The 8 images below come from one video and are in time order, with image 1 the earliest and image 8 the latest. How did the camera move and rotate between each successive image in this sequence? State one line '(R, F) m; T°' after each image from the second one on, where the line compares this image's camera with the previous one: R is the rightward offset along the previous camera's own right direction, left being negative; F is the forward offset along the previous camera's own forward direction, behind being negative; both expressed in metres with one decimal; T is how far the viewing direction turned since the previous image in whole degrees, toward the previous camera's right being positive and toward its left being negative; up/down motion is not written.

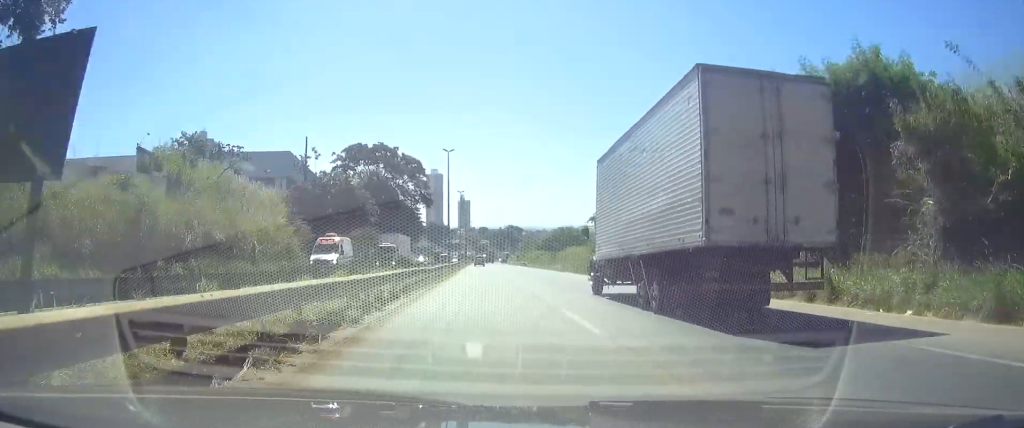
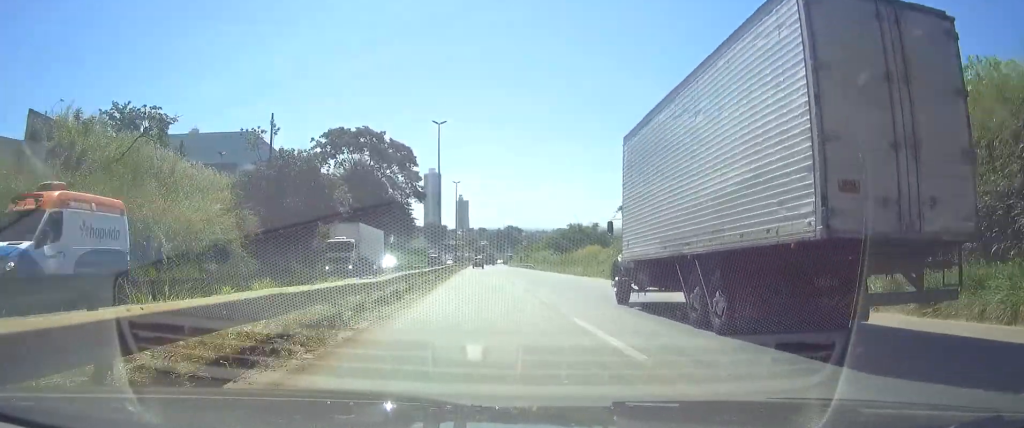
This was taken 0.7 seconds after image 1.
(0.0, +17.7) m; 0°
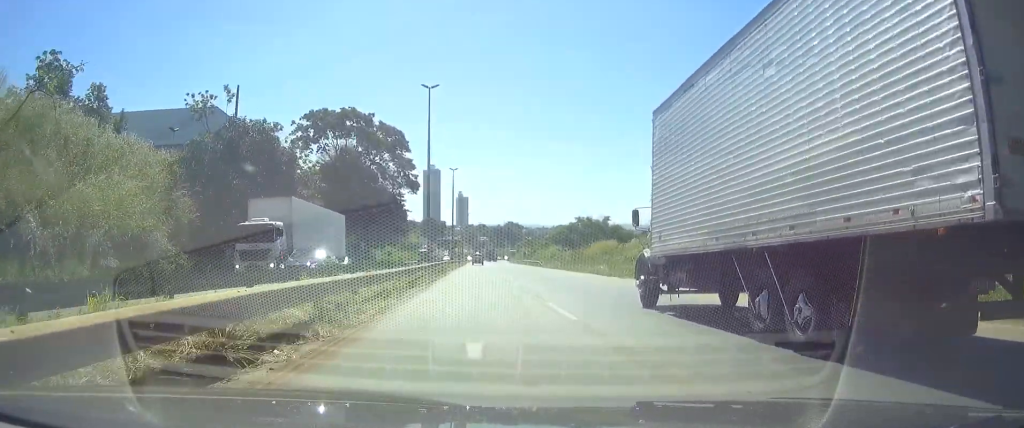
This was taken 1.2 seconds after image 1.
(0.0, +13.9) m; 0°
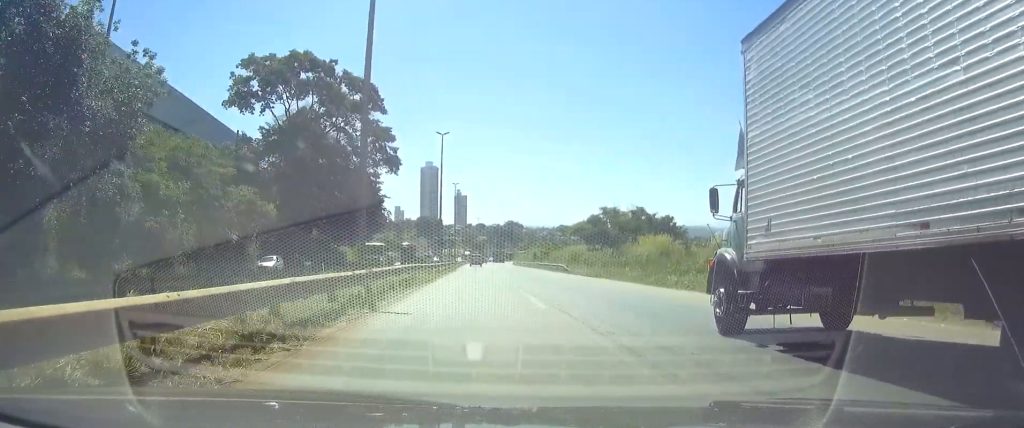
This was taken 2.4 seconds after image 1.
(+0.1, +30.4) m; 0°
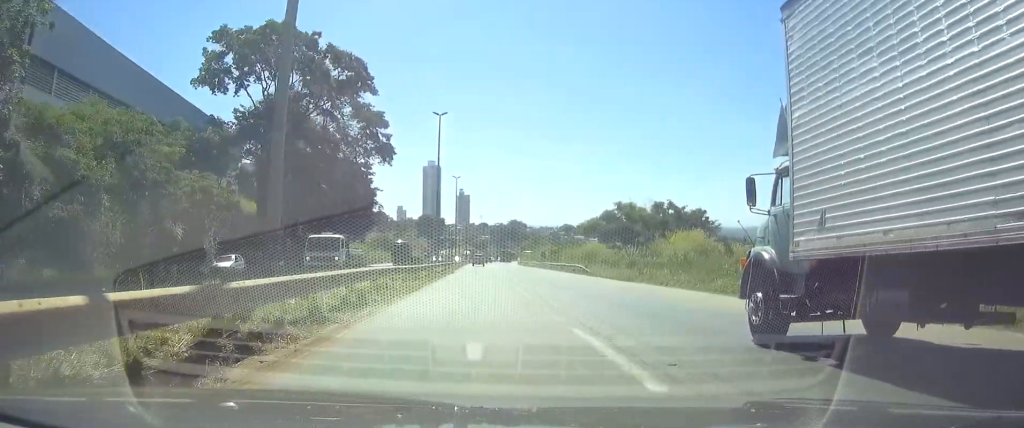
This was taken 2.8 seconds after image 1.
(0.0, +10.7) m; 0°
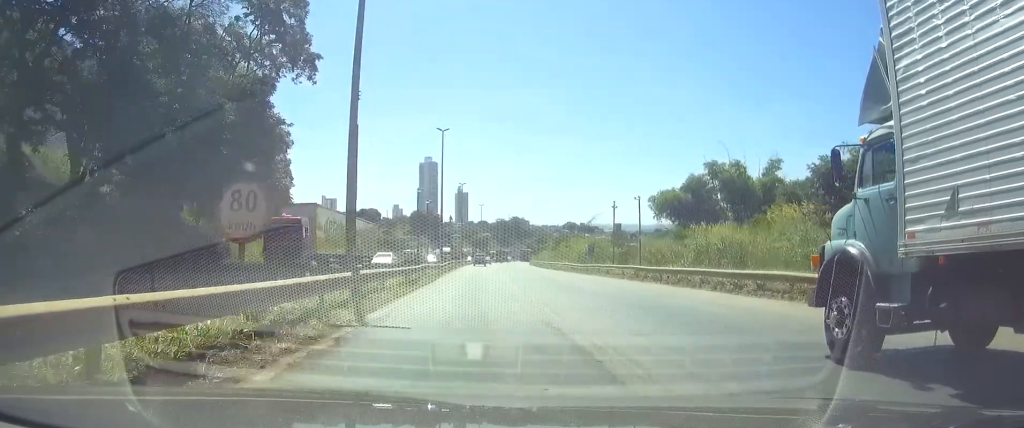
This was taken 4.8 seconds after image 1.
(-0.1, +45.5) m; -1°
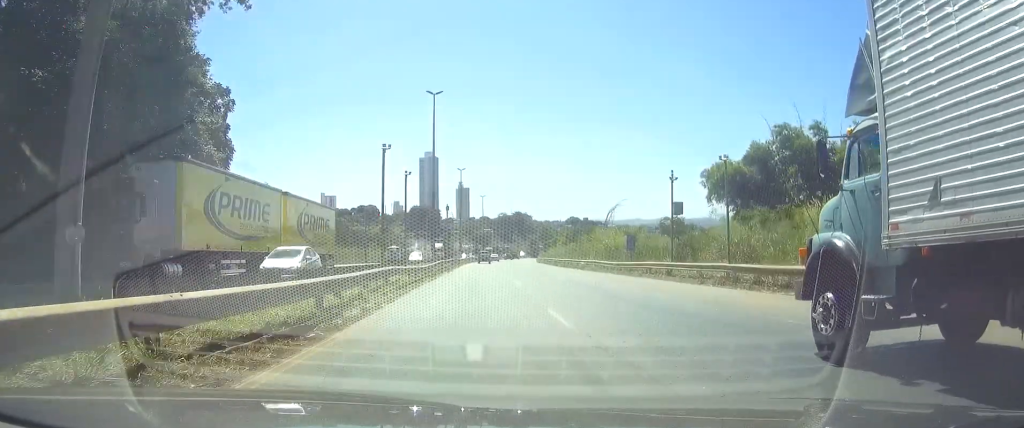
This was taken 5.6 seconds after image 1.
(-0.1, +15.2) m; 0°
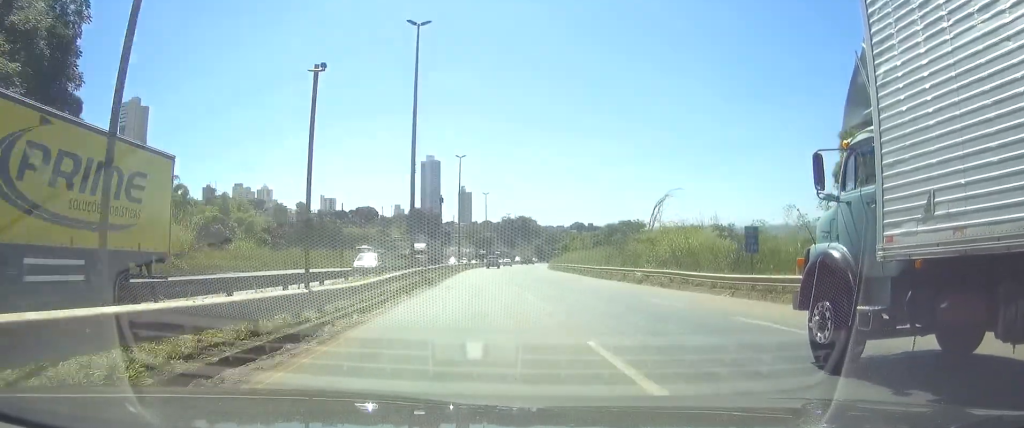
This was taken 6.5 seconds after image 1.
(-0.1, +19.6) m; 0°
